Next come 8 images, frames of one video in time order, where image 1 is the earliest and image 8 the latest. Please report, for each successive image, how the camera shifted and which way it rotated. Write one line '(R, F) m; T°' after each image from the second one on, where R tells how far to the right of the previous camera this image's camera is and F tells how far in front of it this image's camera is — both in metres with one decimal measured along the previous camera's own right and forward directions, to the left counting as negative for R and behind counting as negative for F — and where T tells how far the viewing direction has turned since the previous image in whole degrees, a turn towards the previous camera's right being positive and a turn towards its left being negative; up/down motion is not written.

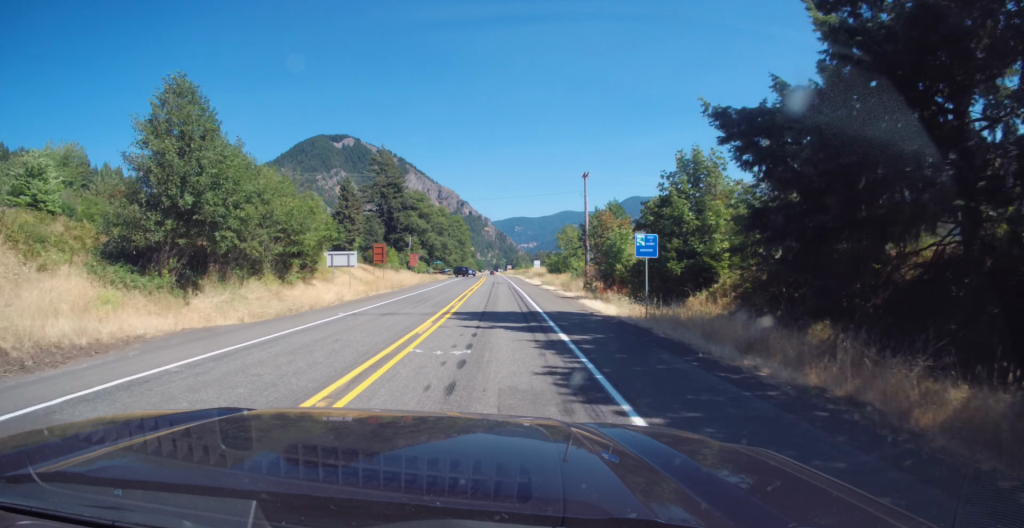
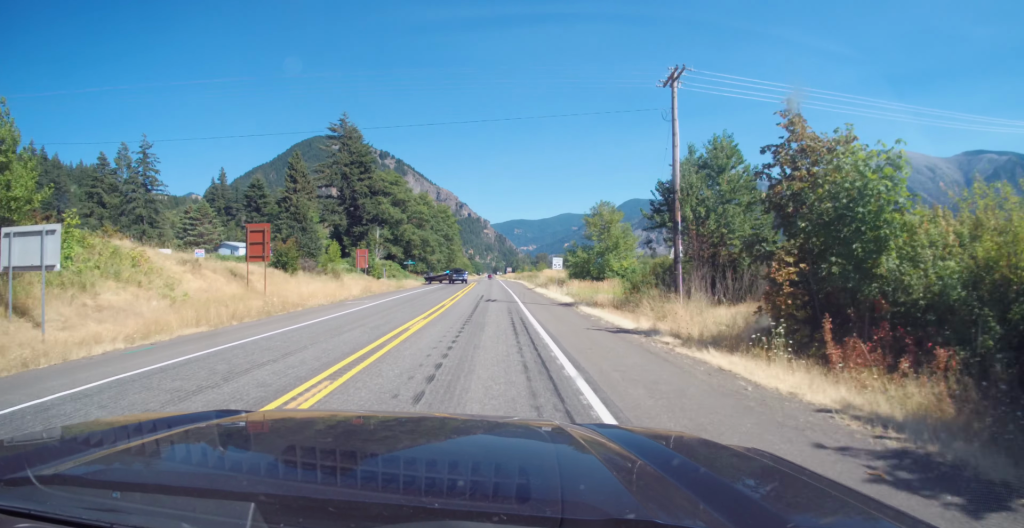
(+0.4, +34.6) m; 0°
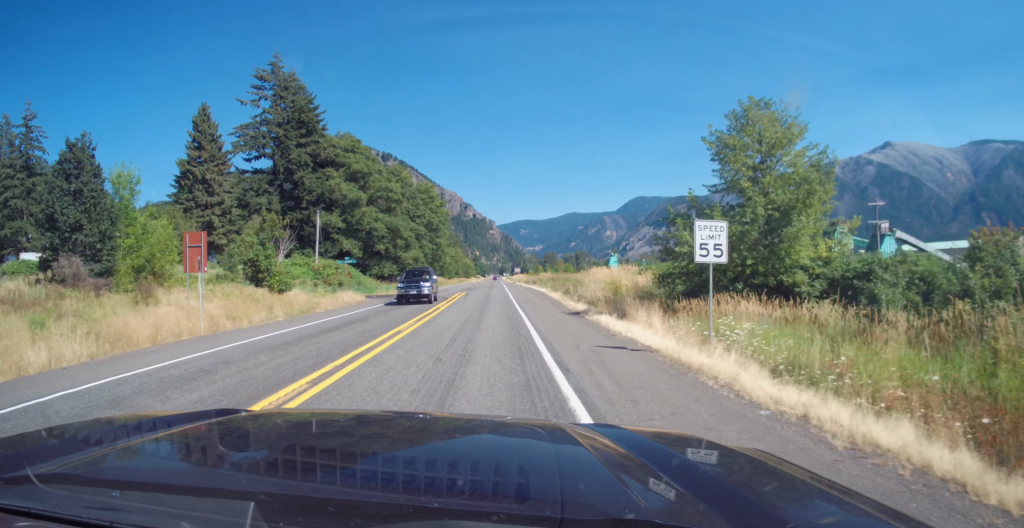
(-0.7, +36.7) m; -1°
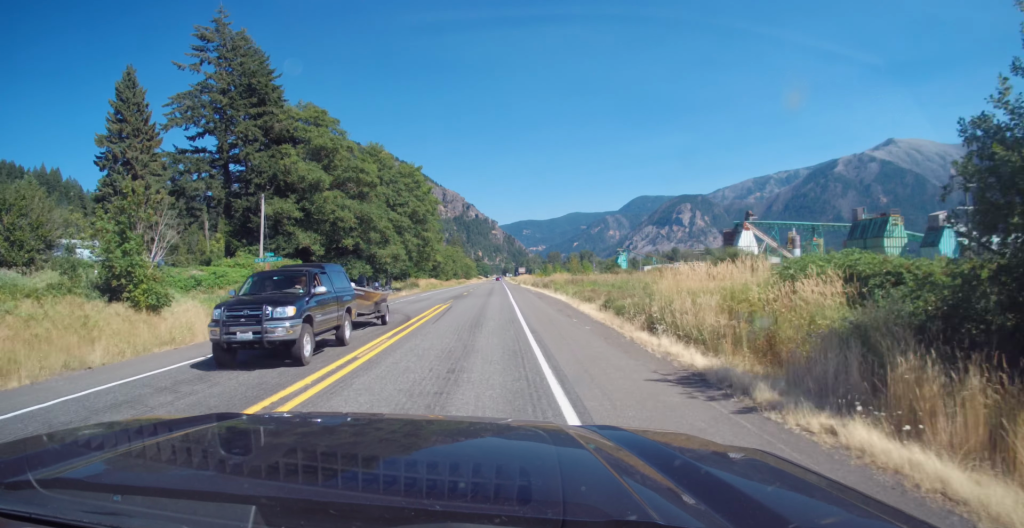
(+0.4, +17.1) m; 0°
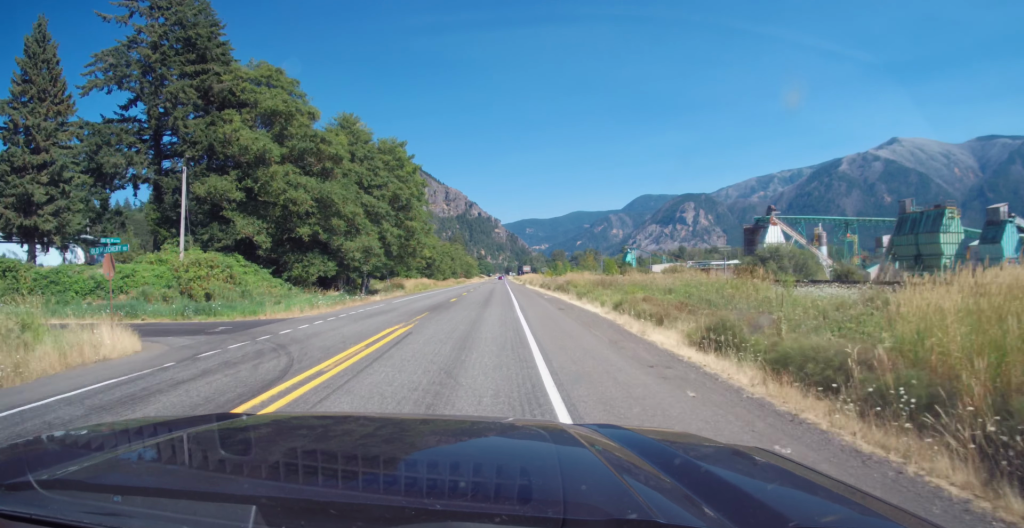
(+0.2, +14.4) m; 0°
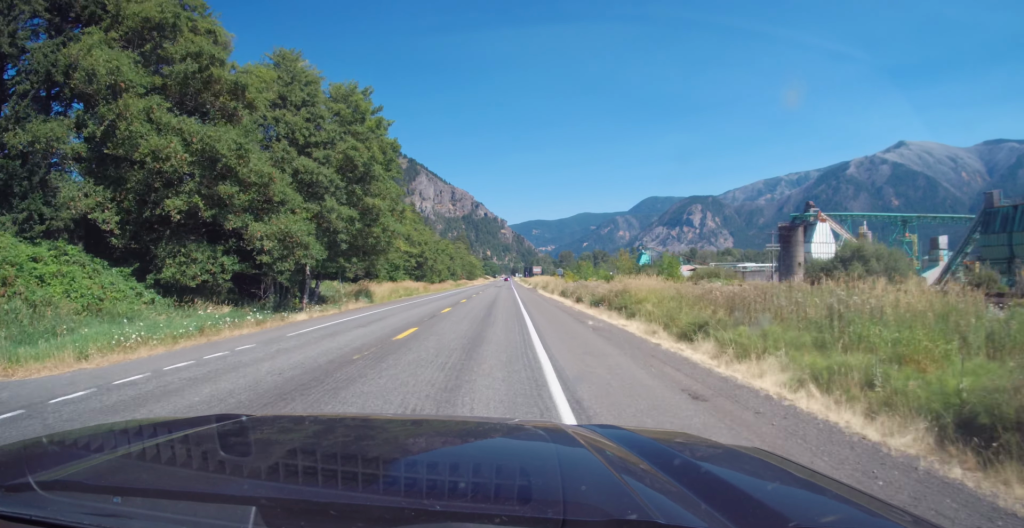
(-0.3, +20.3) m; -1°
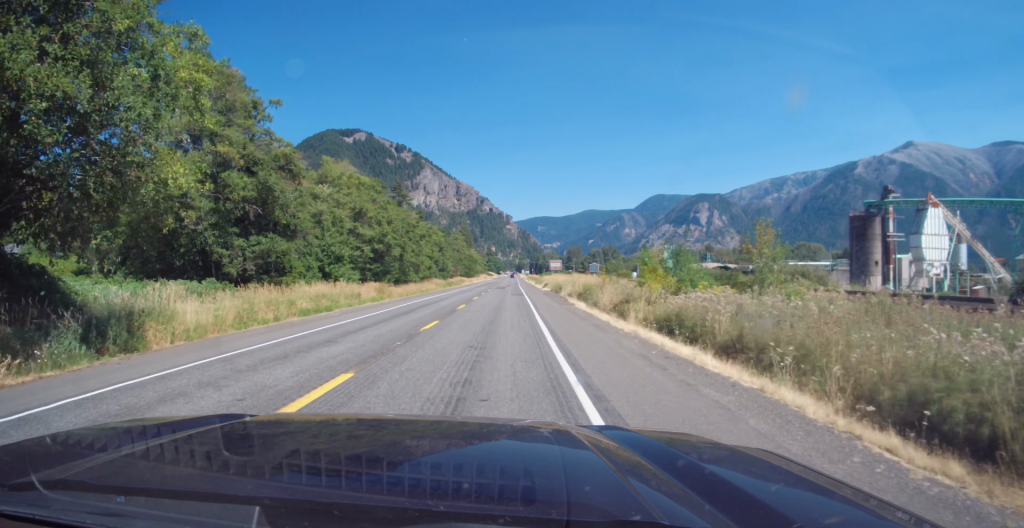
(-0.3, +32.9) m; -1°
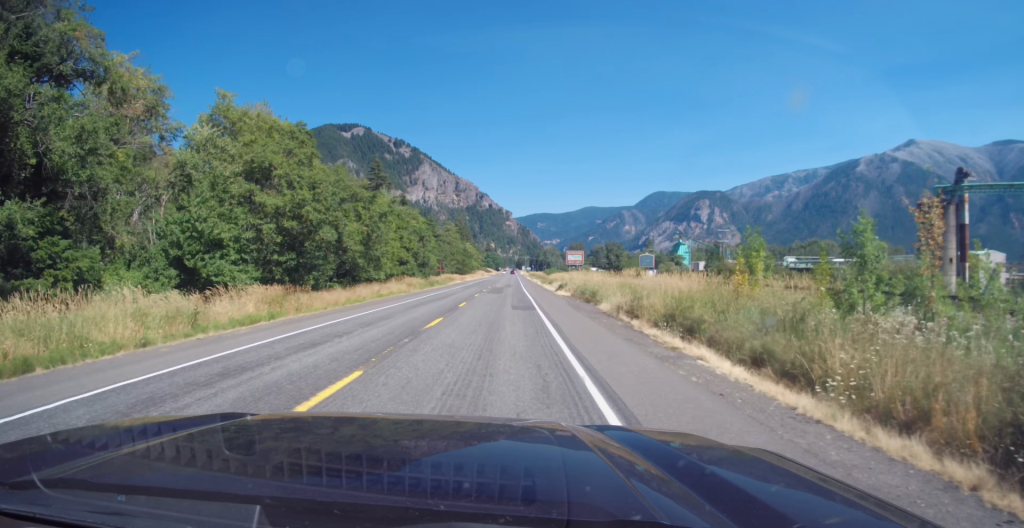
(0.0, +24.9) m; 0°
